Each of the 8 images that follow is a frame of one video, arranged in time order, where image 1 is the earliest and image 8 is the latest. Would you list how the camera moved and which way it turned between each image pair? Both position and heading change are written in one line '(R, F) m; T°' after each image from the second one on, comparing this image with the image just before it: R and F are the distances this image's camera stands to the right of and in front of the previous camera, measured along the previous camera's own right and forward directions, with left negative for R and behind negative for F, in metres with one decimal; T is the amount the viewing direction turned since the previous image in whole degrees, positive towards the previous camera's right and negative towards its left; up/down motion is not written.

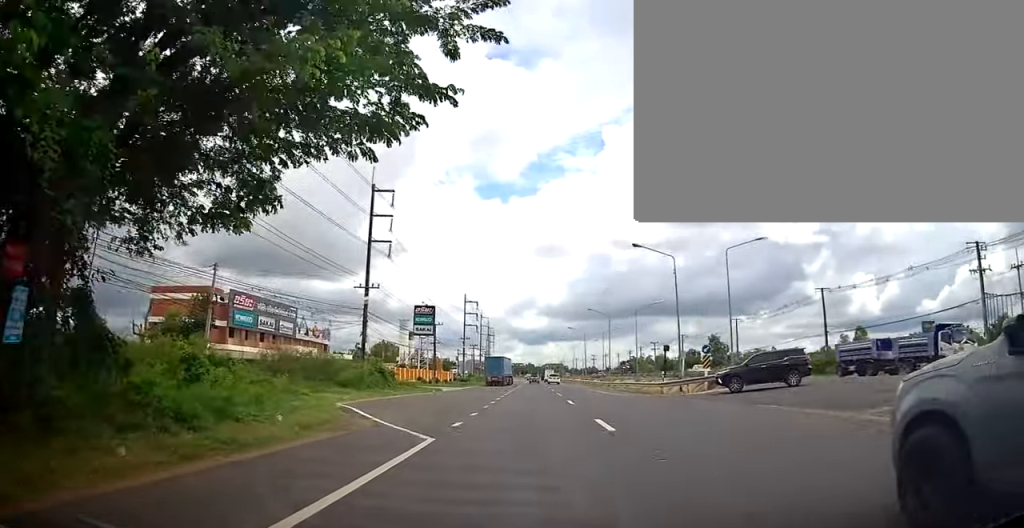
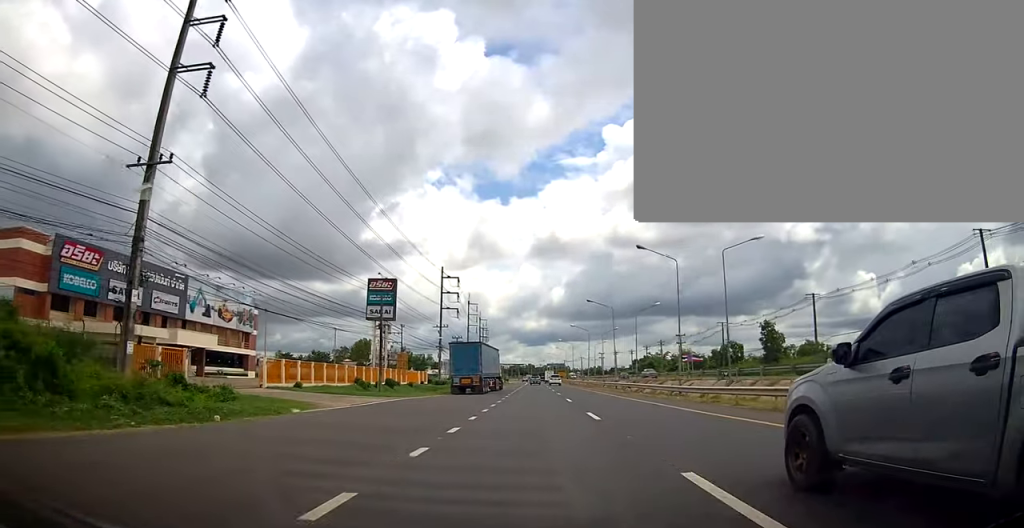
(0.0, +33.4) m; +2°
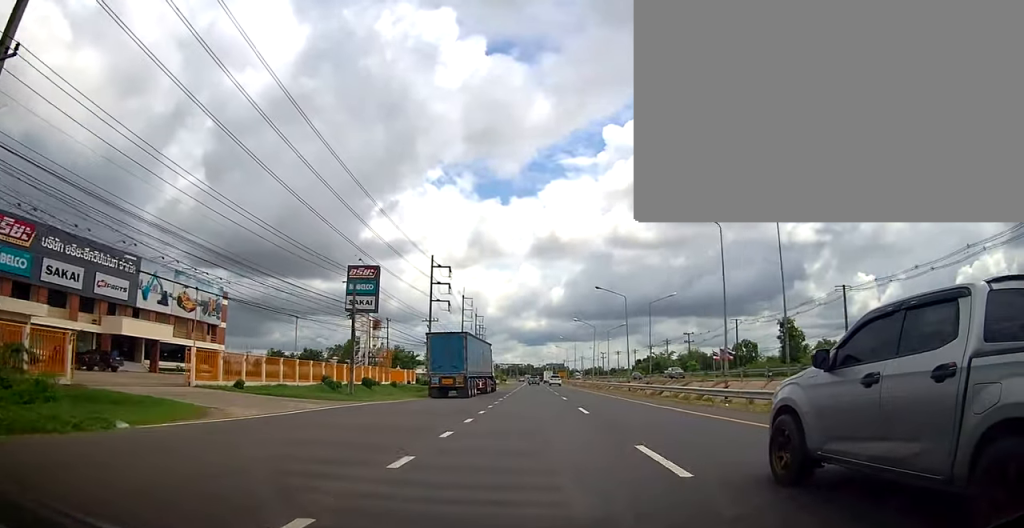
(+0.1, +9.2) m; 0°
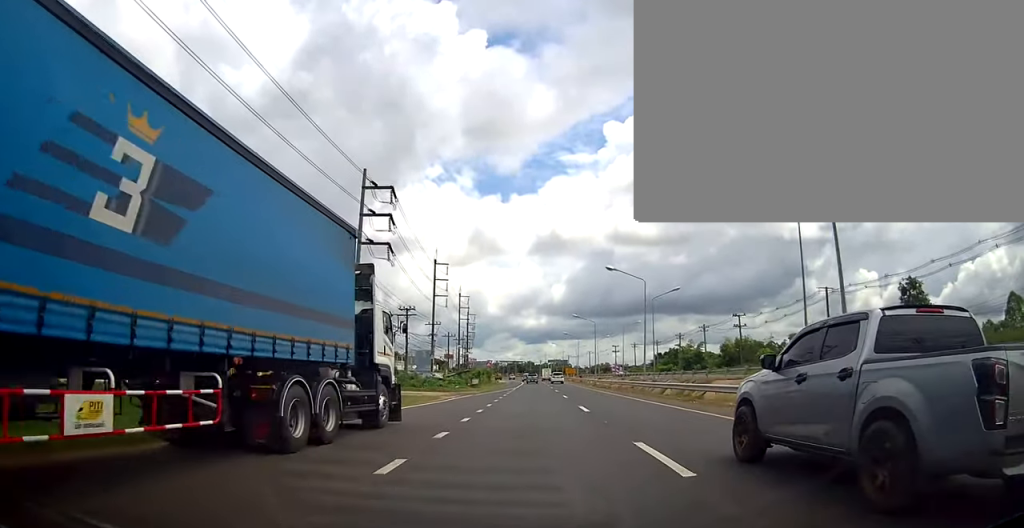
(-0.1, +37.6) m; -2°
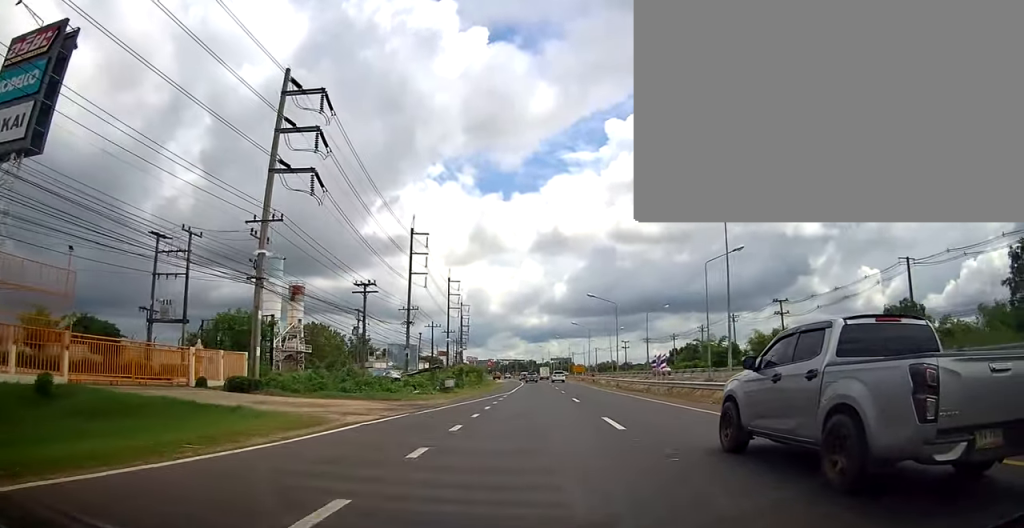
(-0.1, +19.1) m; 0°
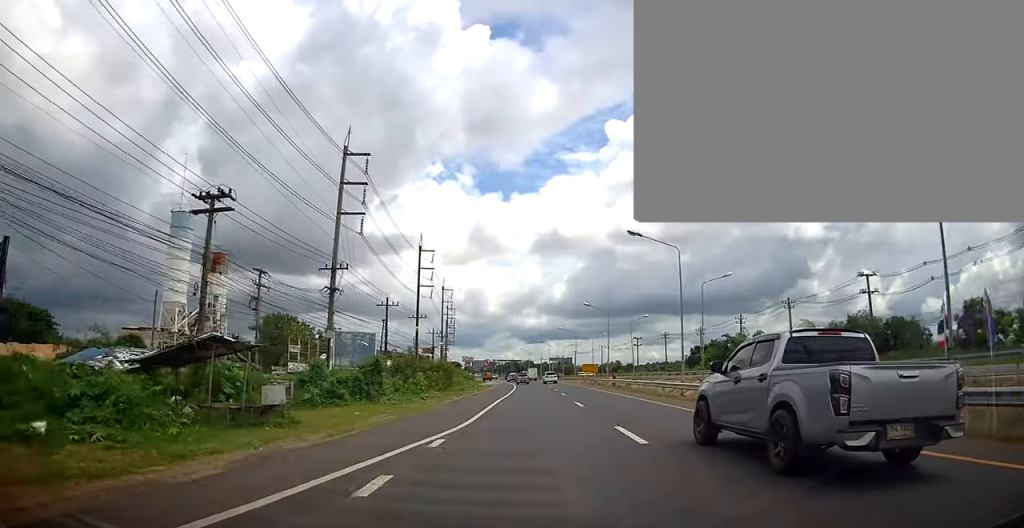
(0.0, +27.2) m; +1°
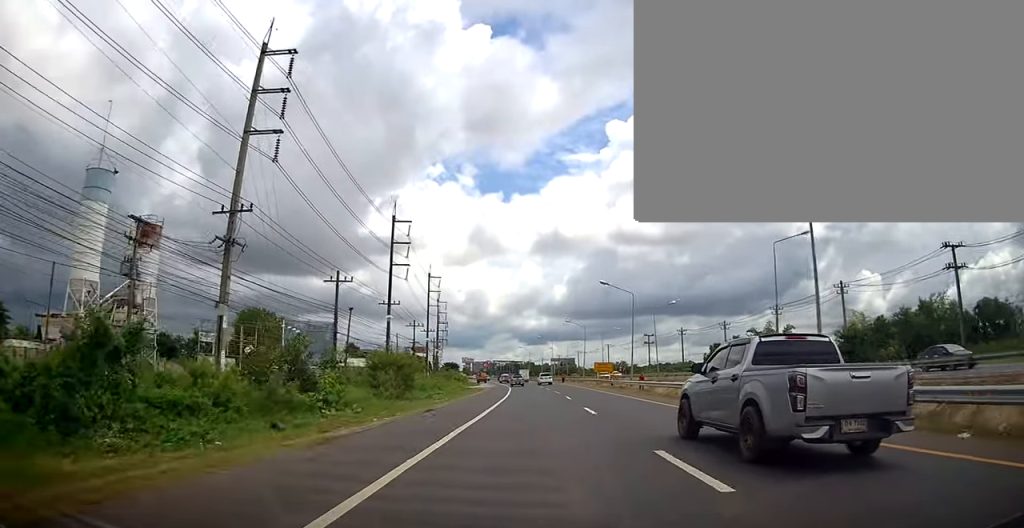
(-0.1, +16.6) m; +2°
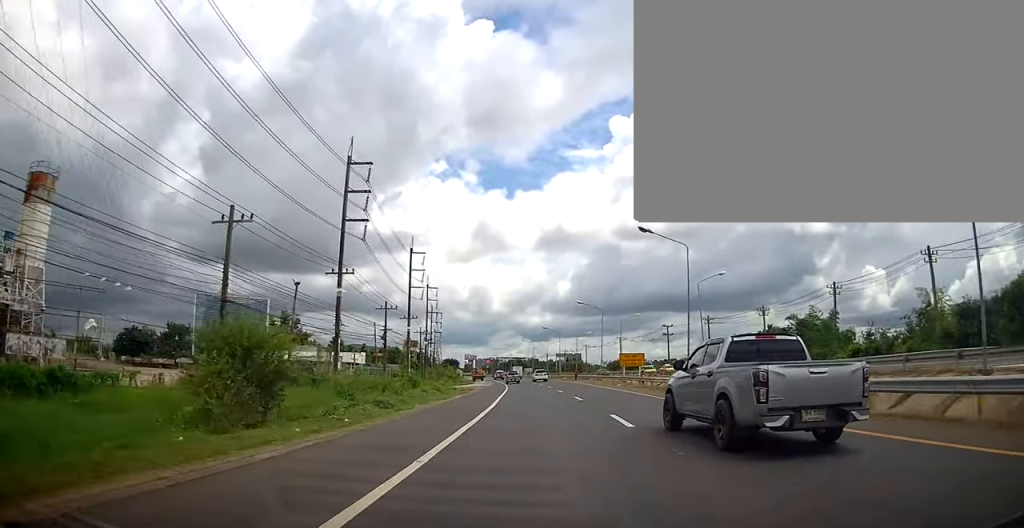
(+0.7, +18.4) m; 0°
